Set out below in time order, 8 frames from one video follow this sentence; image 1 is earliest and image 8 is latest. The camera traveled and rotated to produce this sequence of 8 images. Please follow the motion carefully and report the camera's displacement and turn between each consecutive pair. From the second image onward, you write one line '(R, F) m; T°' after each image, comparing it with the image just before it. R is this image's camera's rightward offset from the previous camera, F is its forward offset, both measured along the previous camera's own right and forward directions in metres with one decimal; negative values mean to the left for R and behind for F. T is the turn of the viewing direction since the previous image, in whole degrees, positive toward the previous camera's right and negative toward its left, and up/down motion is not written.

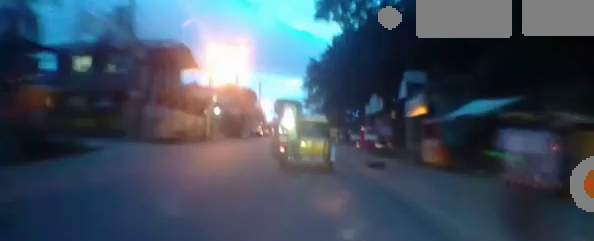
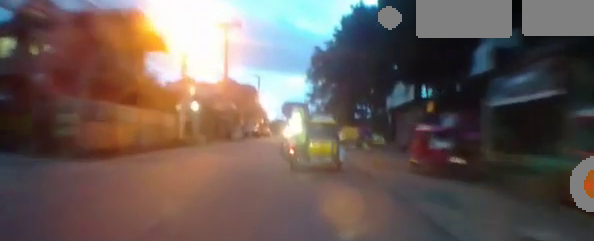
(-0.2, +7.0) m; -5°
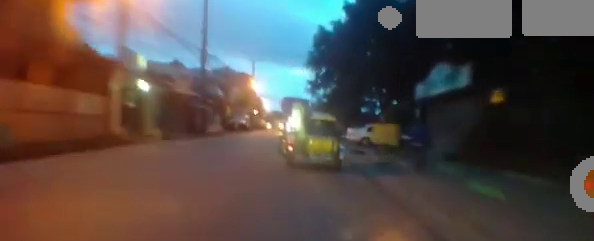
(-0.3, +8.1) m; +1°
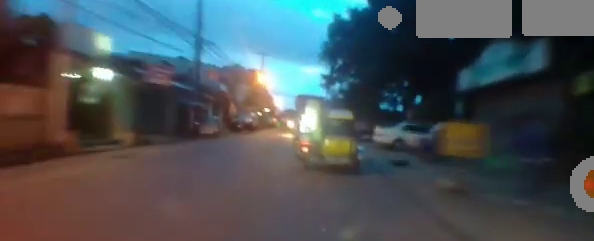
(+0.2, +3.5) m; +2°
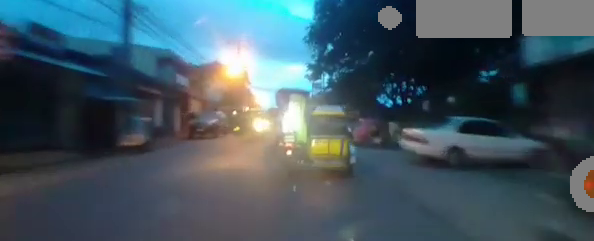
(+0.1, +6.4) m; 0°
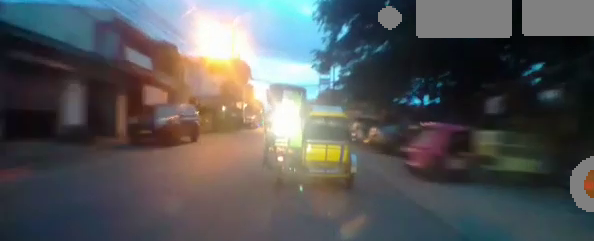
(-0.2, +6.9) m; +6°
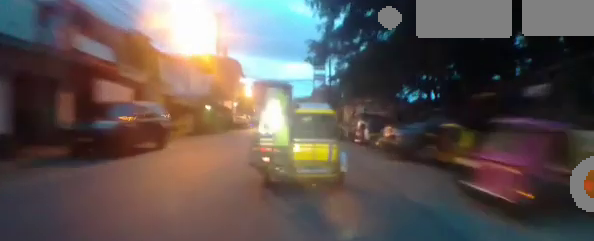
(+0.3, +3.1) m; -1°
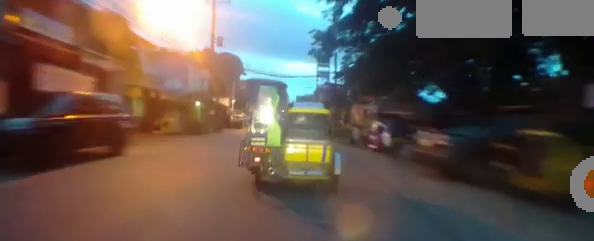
(+0.6, +3.0) m; -2°
